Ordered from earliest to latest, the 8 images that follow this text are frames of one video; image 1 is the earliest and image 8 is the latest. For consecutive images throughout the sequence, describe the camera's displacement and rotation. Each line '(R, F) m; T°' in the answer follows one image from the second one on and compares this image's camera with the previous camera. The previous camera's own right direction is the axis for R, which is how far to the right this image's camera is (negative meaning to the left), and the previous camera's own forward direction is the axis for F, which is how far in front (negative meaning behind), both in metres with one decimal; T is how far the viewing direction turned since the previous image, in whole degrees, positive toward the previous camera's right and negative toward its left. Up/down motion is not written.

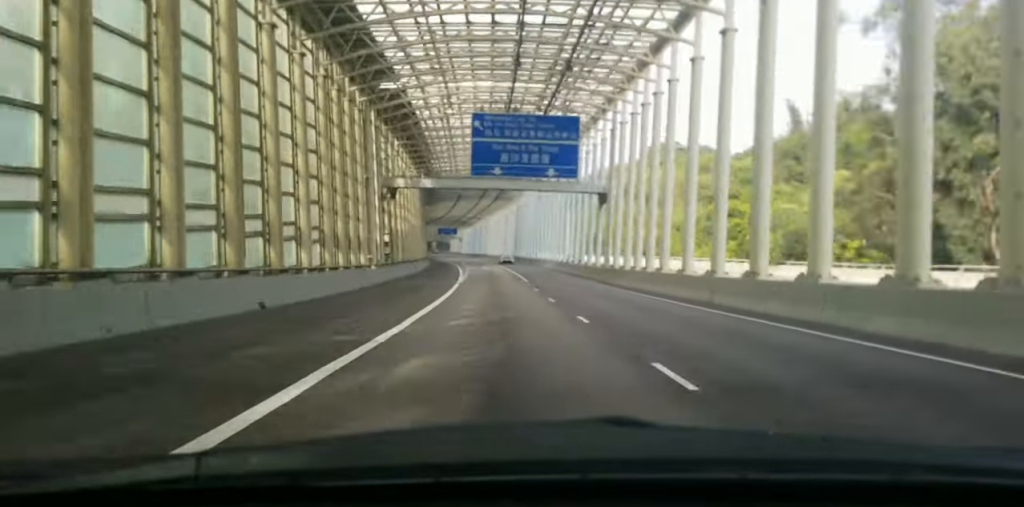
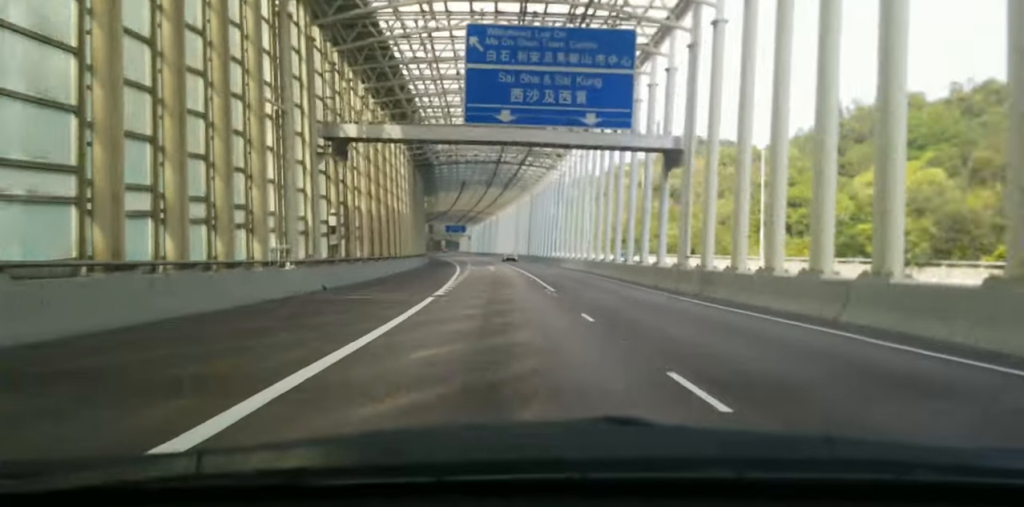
(-0.3, +19.2) m; 0°
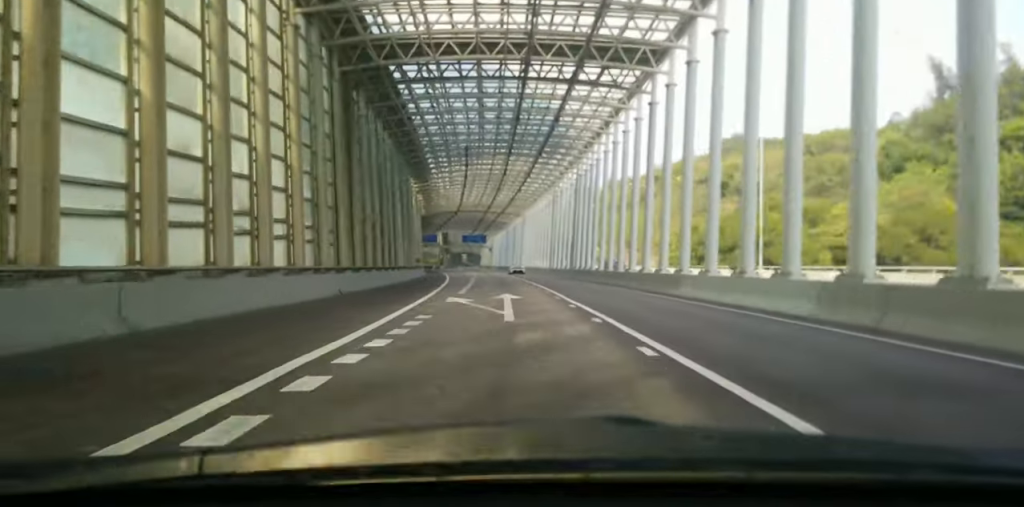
(+0.4, +43.6) m; 0°
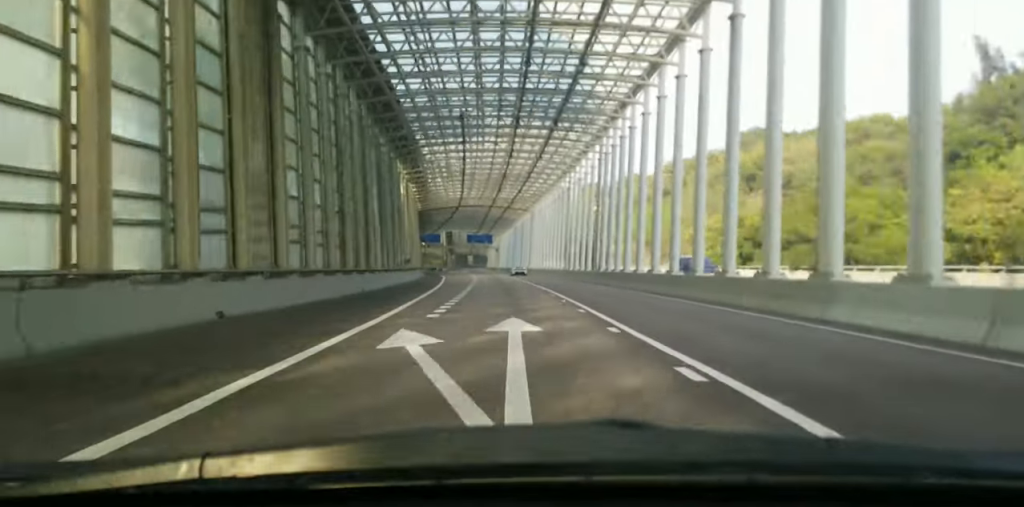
(+0.2, +13.7) m; -1°
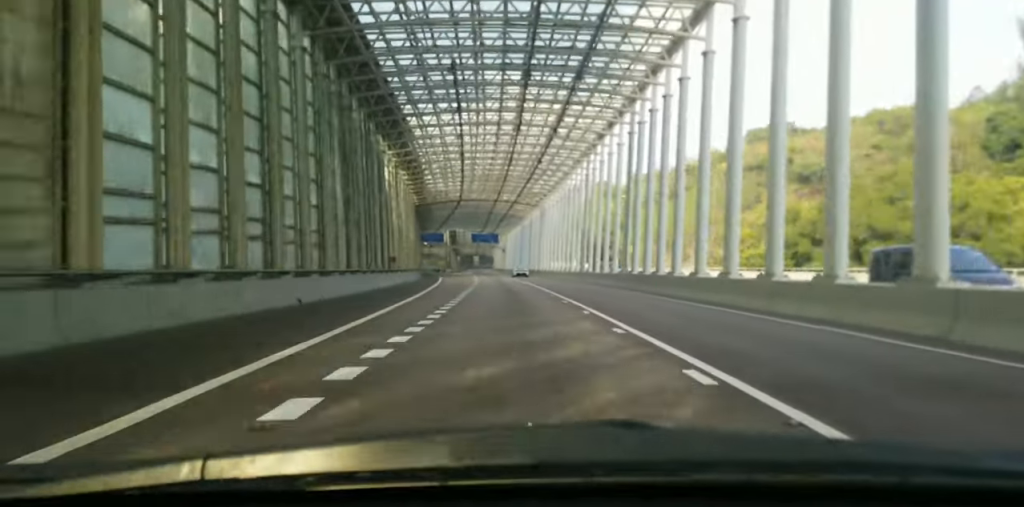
(-0.4, +13.7) m; -1°
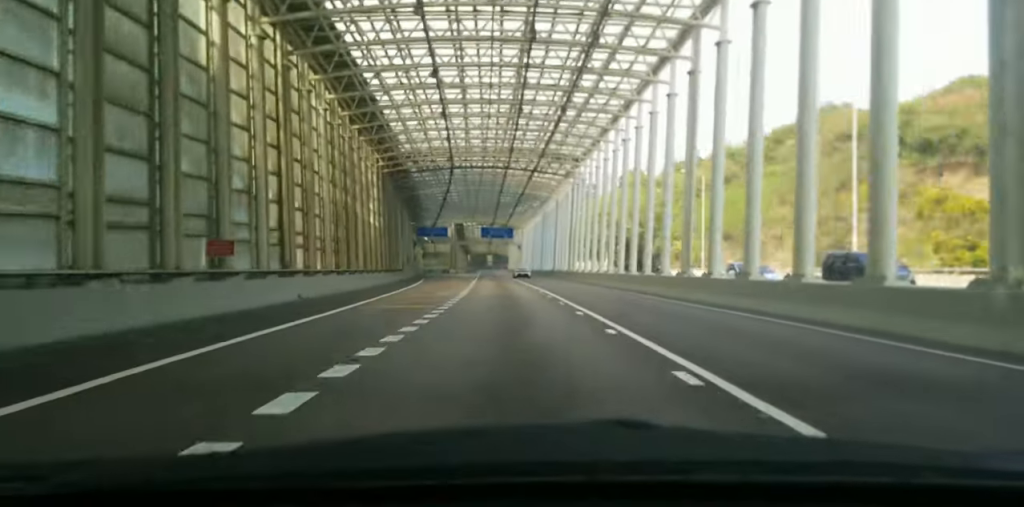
(-0.5, +34.6) m; -1°
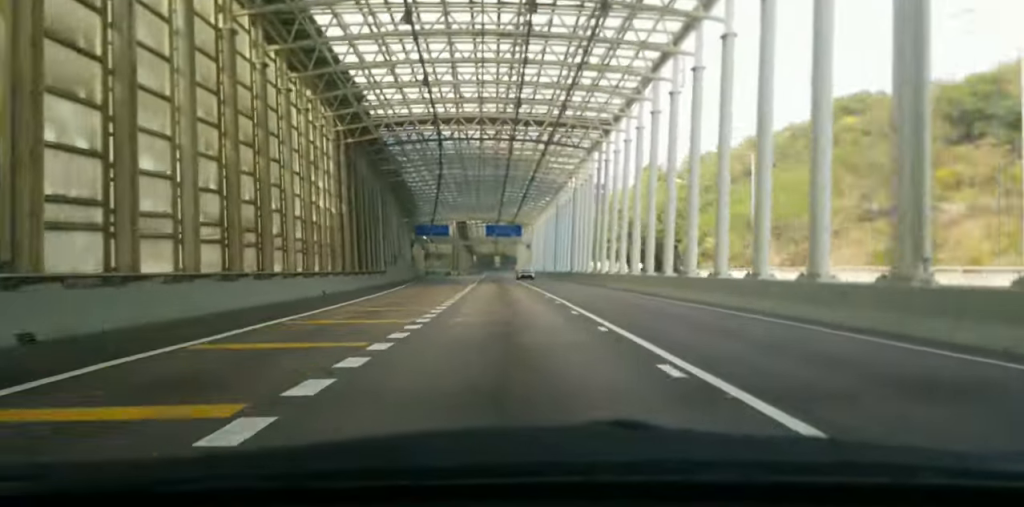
(-0.1, +17.7) m; 0°
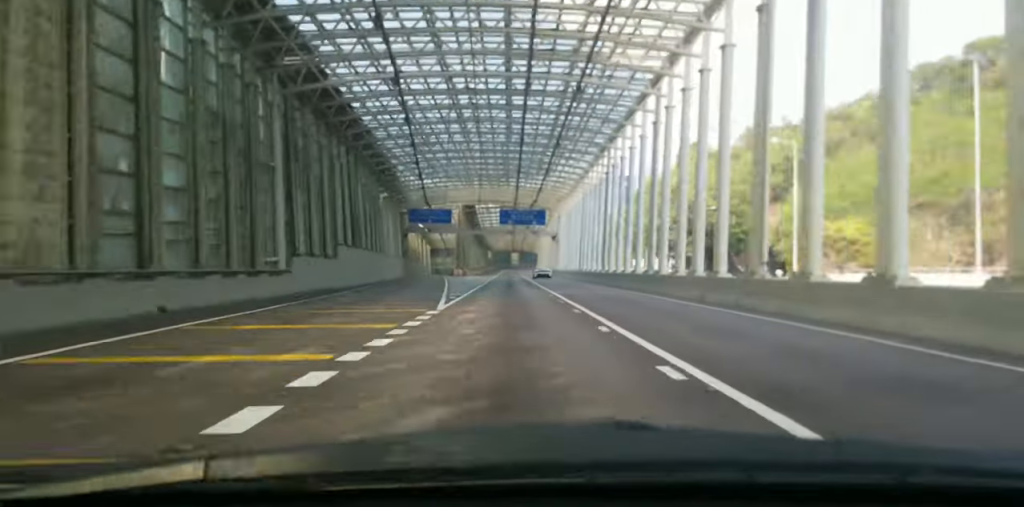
(+0.1, +35.9) m; +1°
